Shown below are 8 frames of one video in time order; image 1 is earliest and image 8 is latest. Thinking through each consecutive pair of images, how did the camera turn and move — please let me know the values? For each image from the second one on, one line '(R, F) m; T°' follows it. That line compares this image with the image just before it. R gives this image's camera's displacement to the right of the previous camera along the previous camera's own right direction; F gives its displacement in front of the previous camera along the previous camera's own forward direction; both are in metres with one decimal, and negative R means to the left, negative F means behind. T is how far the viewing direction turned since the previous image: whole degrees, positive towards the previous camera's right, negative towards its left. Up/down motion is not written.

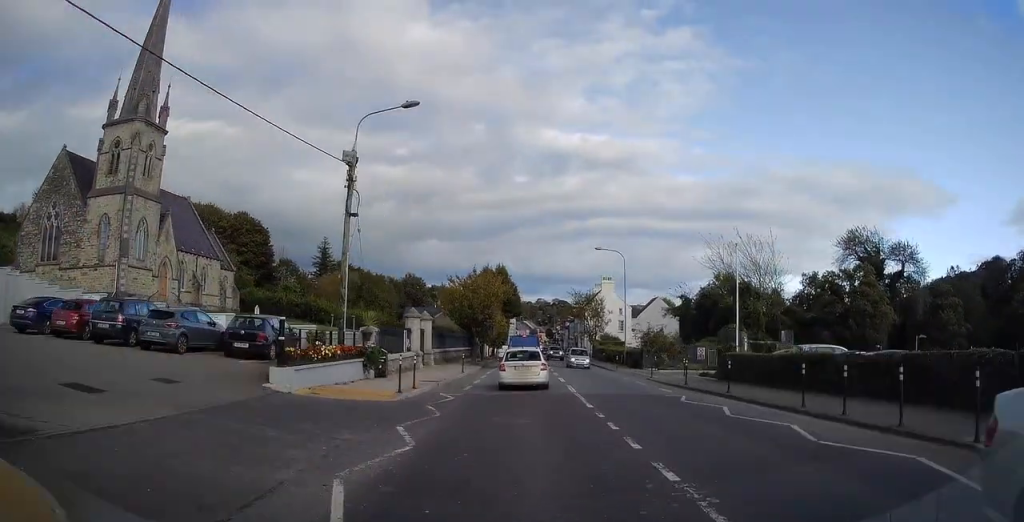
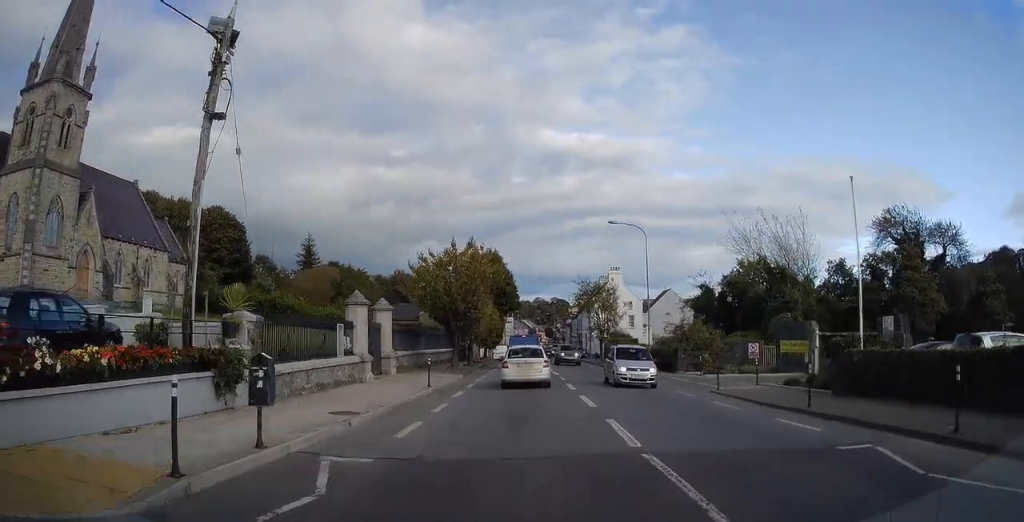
(0.0, +10.5) m; -1°
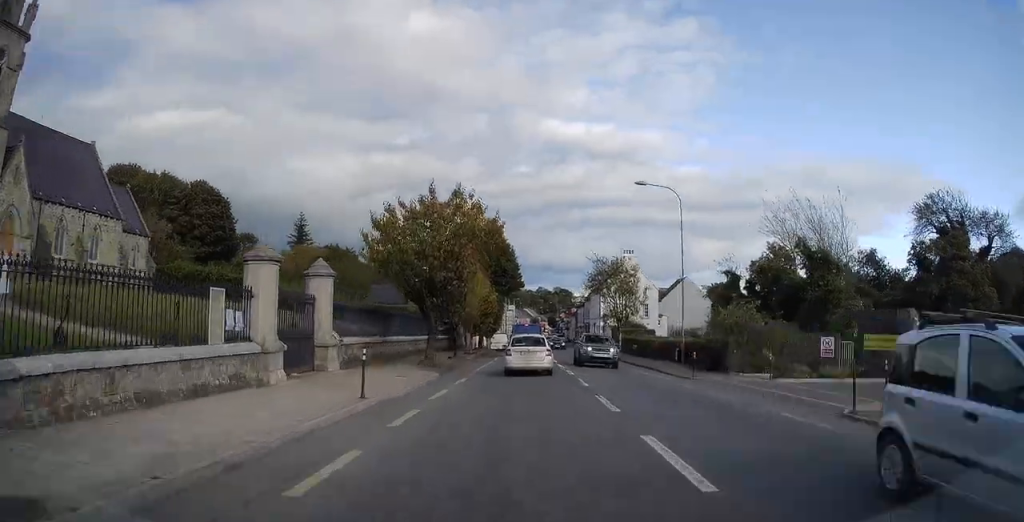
(+0.1, +8.5) m; -4°
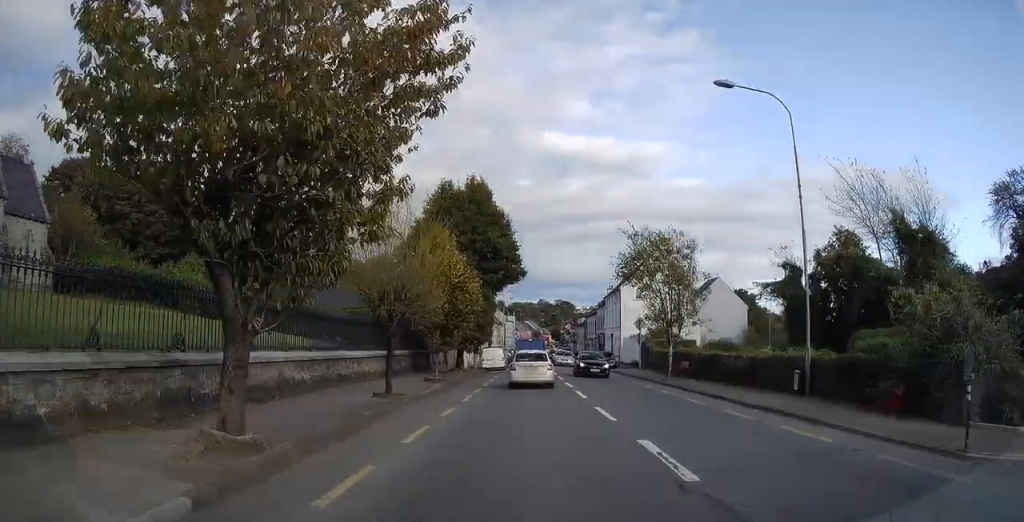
(+0.8, +15.0) m; +9°
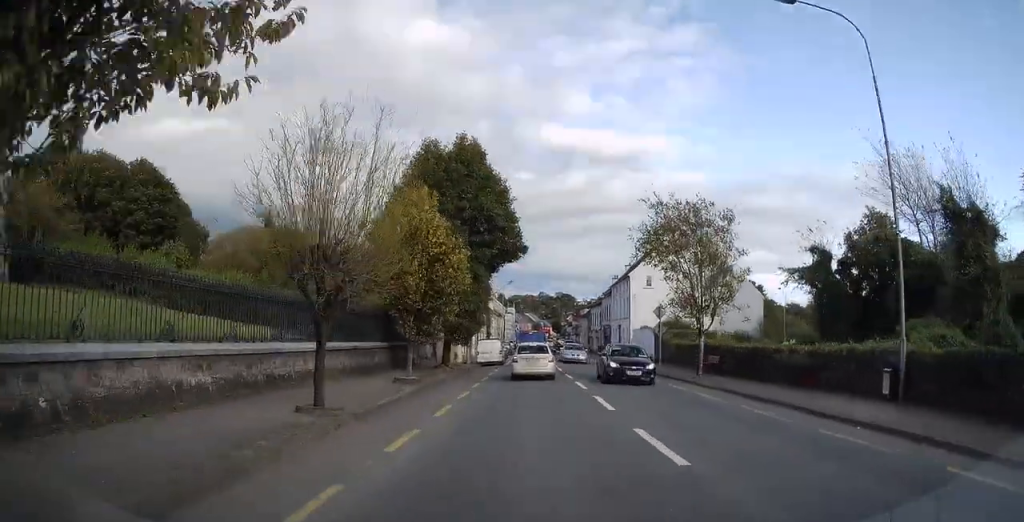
(+0.5, +5.3) m; +1°
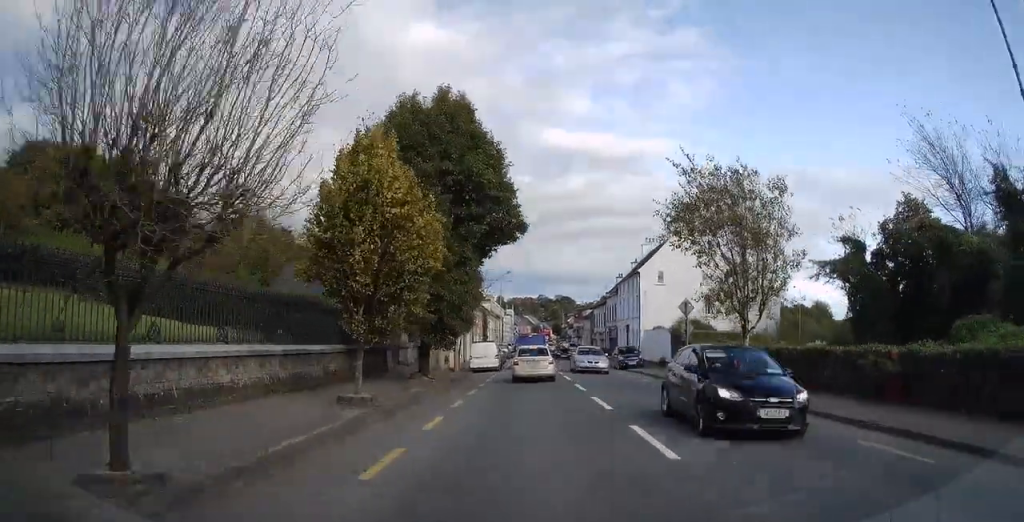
(-0.5, +5.4) m; -3°
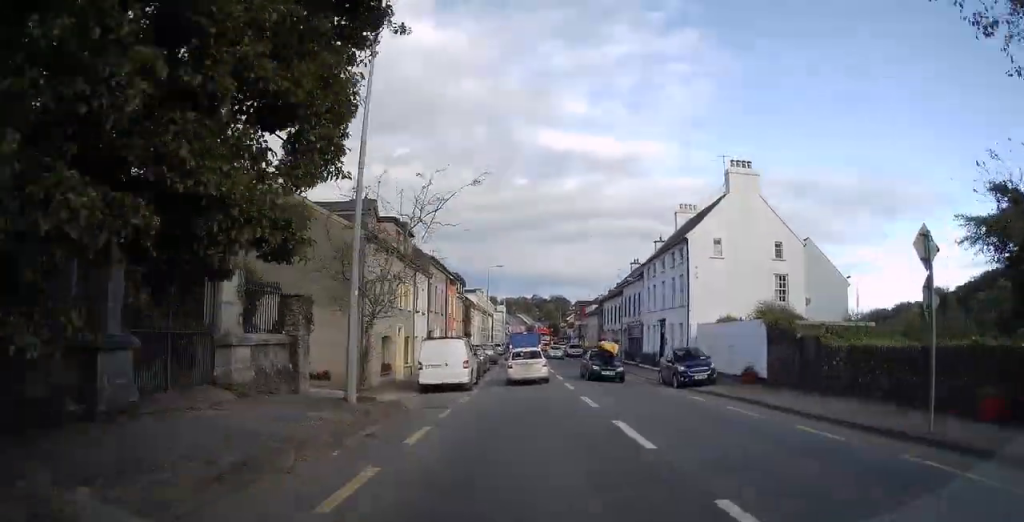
(-0.5, +16.7) m; -2°
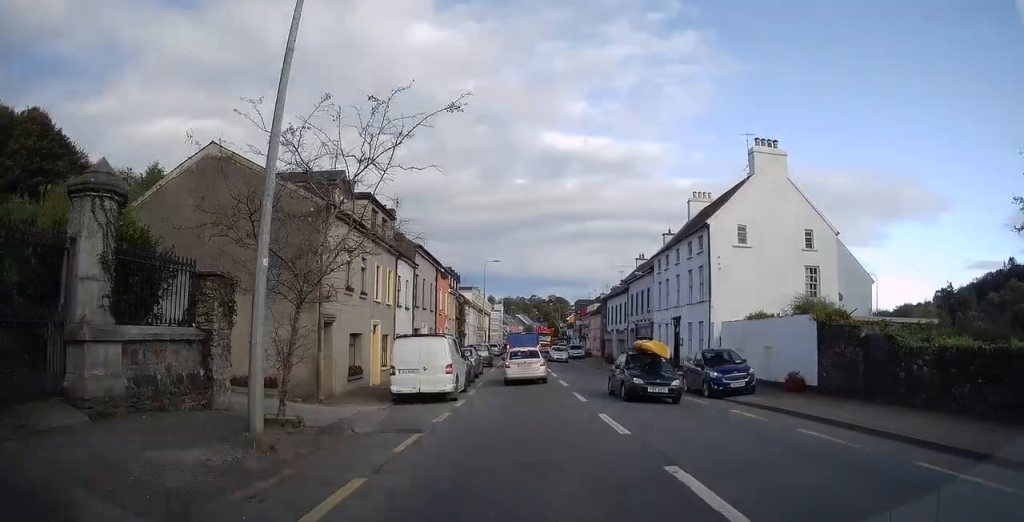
(0.0, +4.3) m; 0°
